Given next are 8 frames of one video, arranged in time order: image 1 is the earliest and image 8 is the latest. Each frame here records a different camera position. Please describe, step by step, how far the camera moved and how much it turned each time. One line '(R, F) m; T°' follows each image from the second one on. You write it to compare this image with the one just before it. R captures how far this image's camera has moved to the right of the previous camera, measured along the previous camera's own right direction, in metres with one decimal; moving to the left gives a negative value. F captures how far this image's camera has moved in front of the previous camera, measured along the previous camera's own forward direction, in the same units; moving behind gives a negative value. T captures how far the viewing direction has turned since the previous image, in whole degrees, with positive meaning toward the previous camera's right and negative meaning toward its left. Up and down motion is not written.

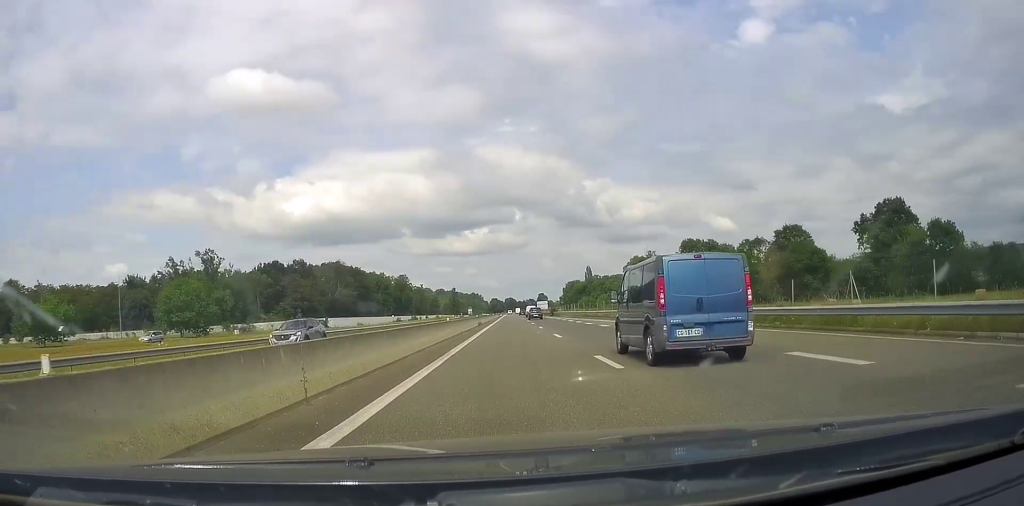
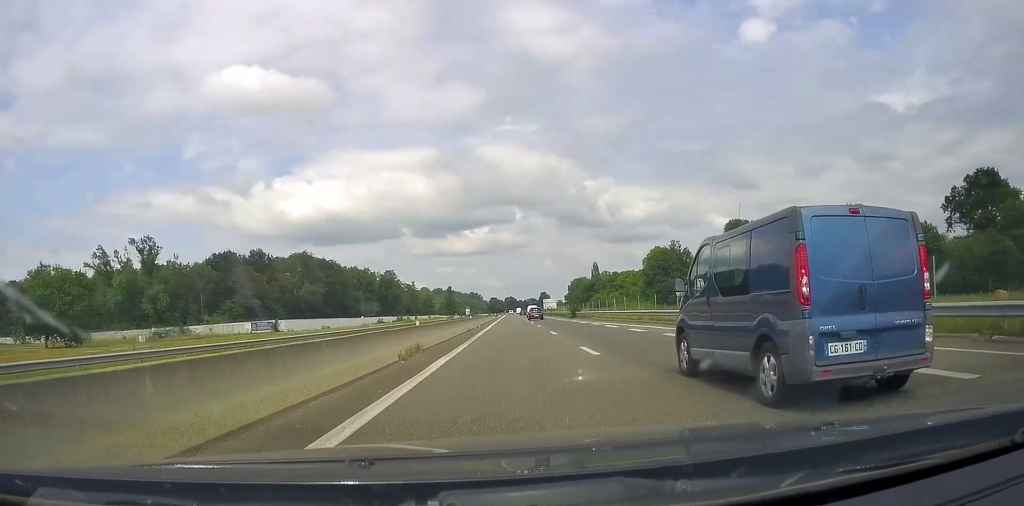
(0.0, +35.9) m; 0°
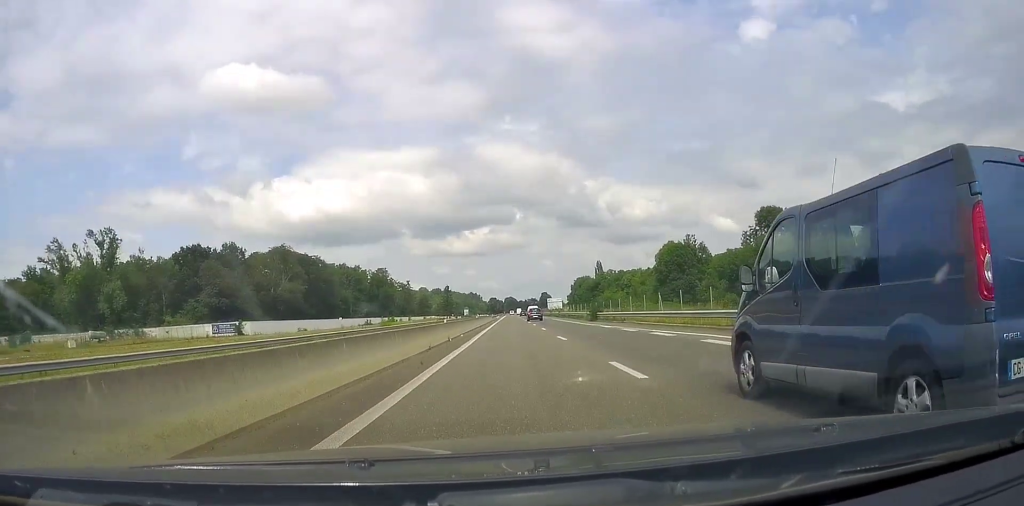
(0.0, +17.9) m; 0°
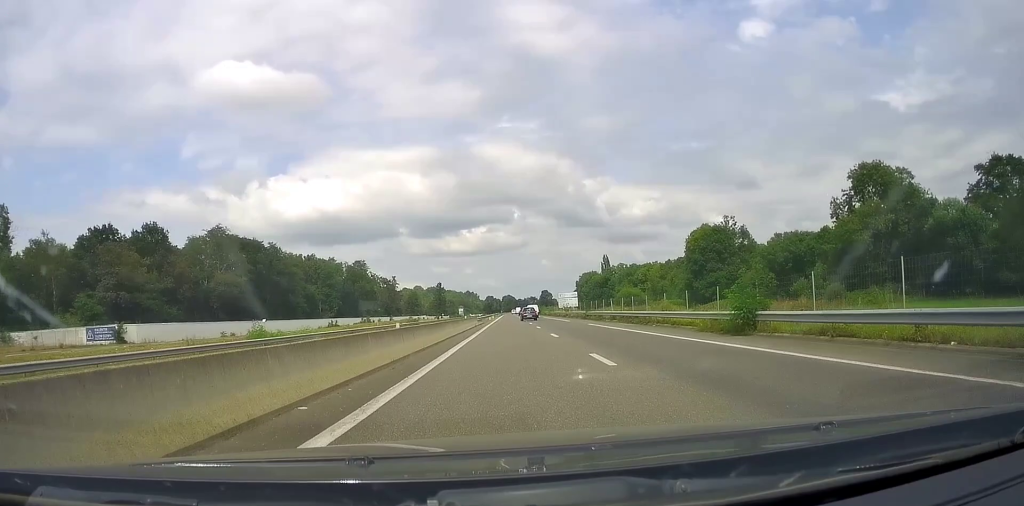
(0.0, +36.9) m; 0°
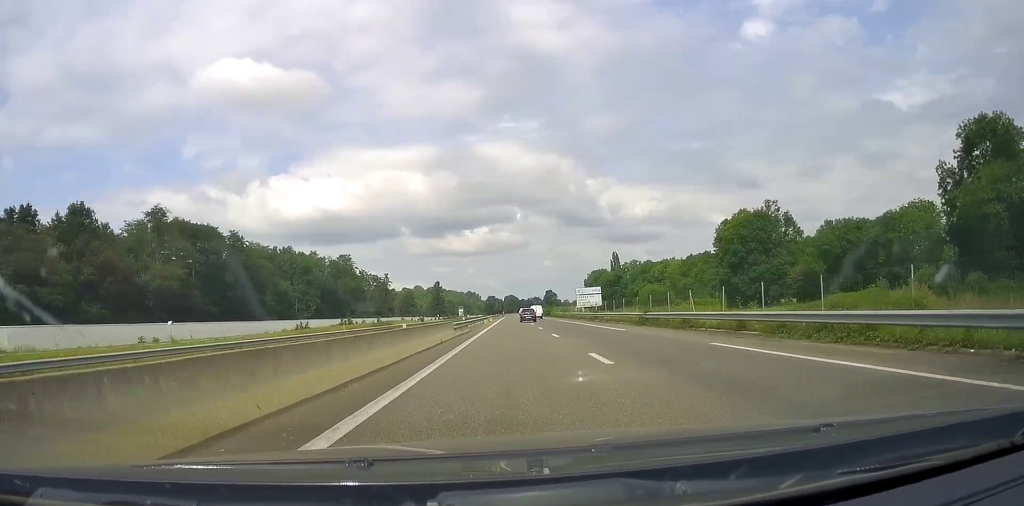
(0.0, +25.1) m; 0°
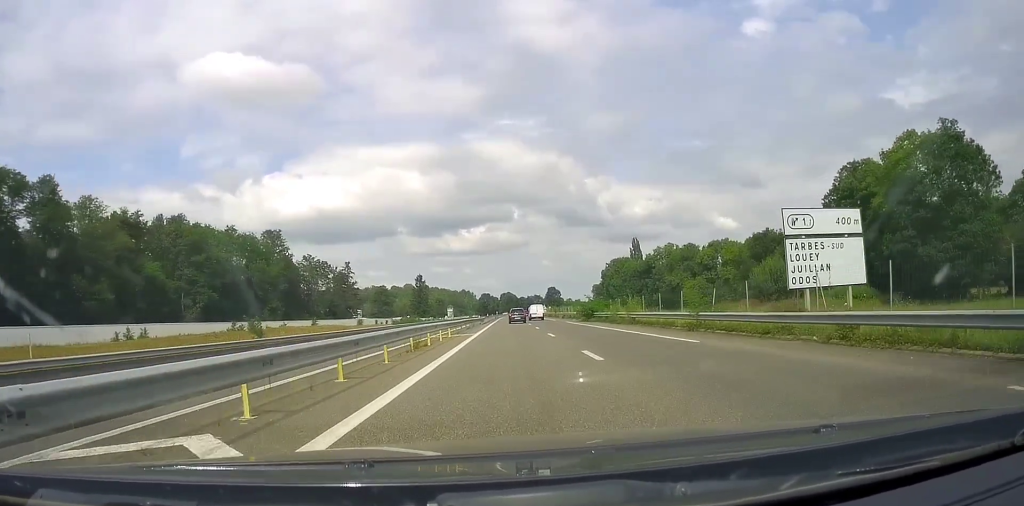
(-0.1, +63.9) m; -1°
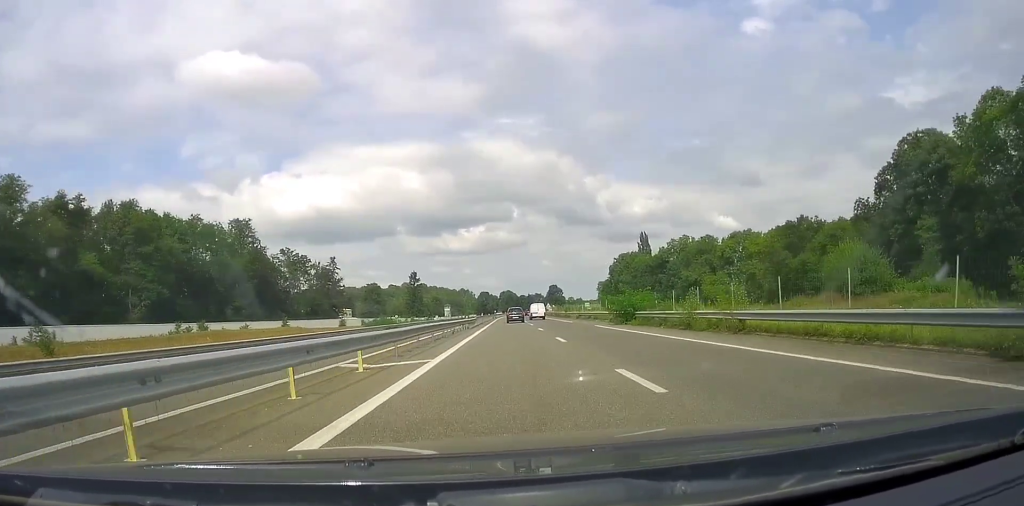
(0.0, +18.5) m; 0°
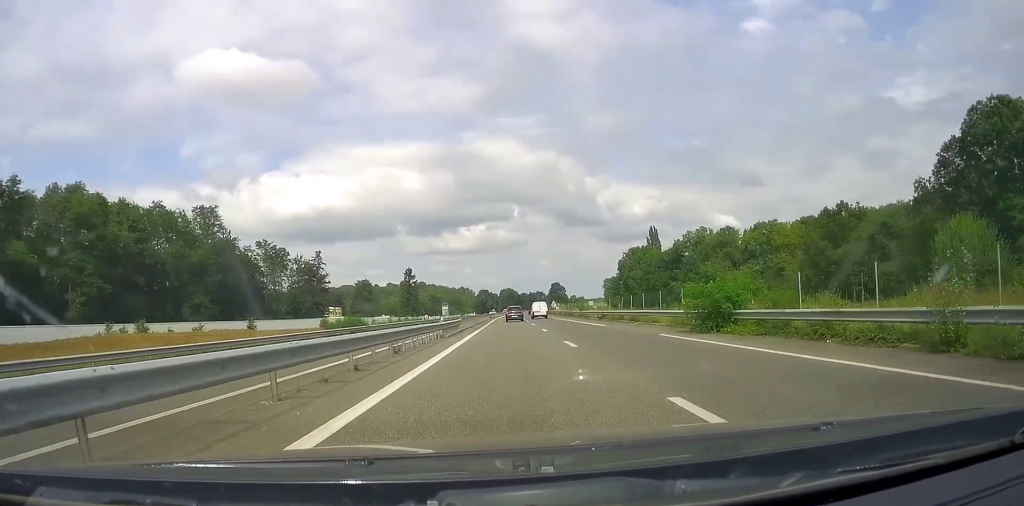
(0.0, +16.8) m; 0°
